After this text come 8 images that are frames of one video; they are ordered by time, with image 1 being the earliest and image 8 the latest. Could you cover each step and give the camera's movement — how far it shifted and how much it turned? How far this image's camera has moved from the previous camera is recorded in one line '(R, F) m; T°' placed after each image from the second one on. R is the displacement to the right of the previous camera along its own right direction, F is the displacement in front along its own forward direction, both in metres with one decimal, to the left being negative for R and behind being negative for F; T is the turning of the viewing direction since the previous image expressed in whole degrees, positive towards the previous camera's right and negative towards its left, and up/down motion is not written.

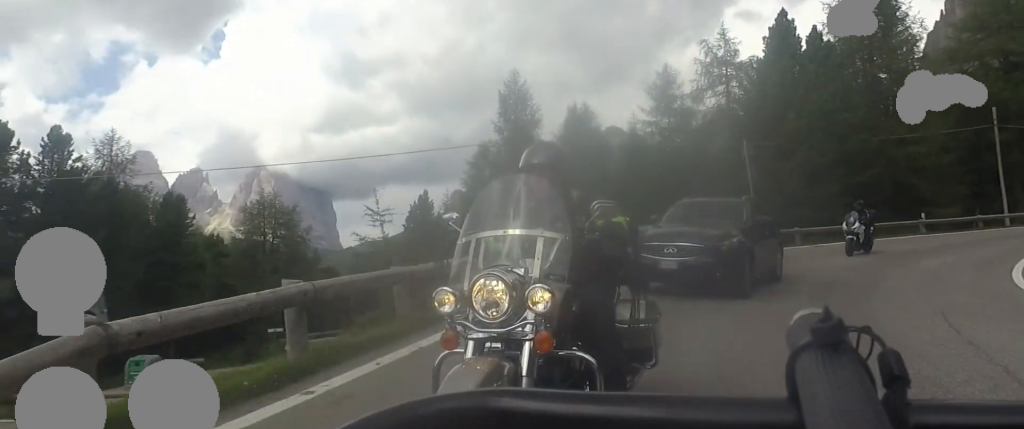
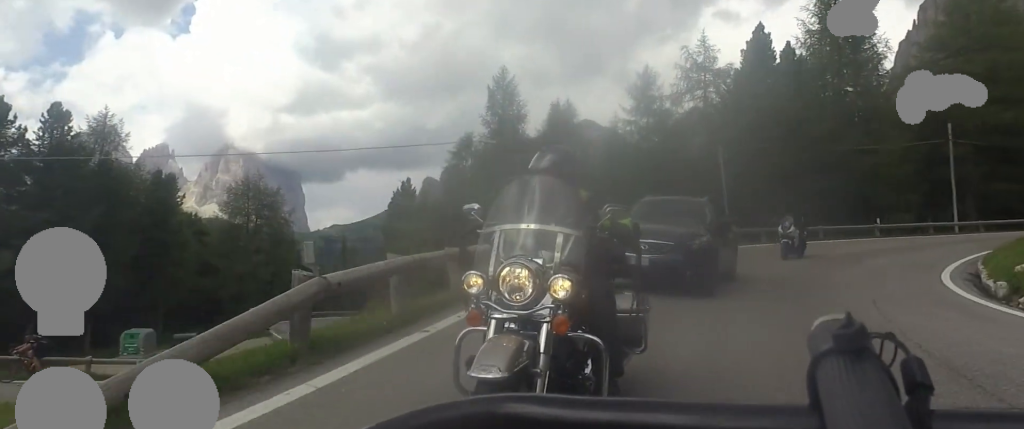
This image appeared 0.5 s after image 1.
(+0.1, +2.3) m; +7°
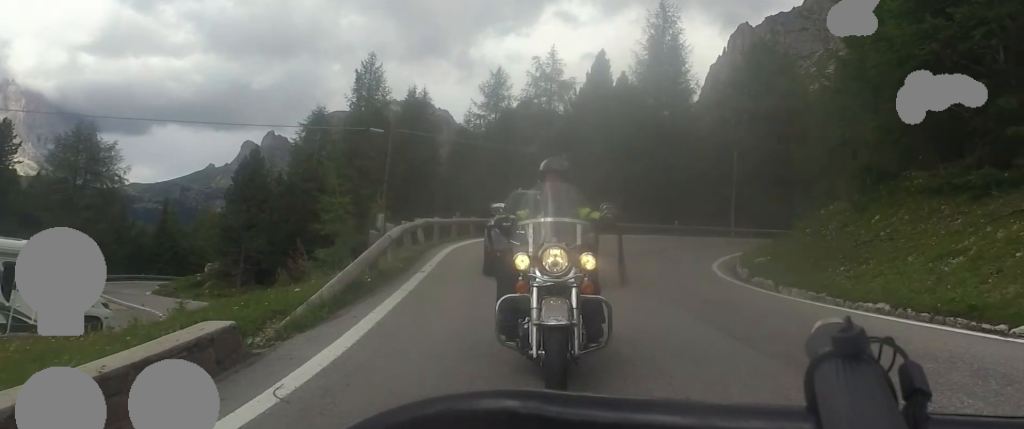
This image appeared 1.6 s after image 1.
(+0.7, +4.9) m; +14°
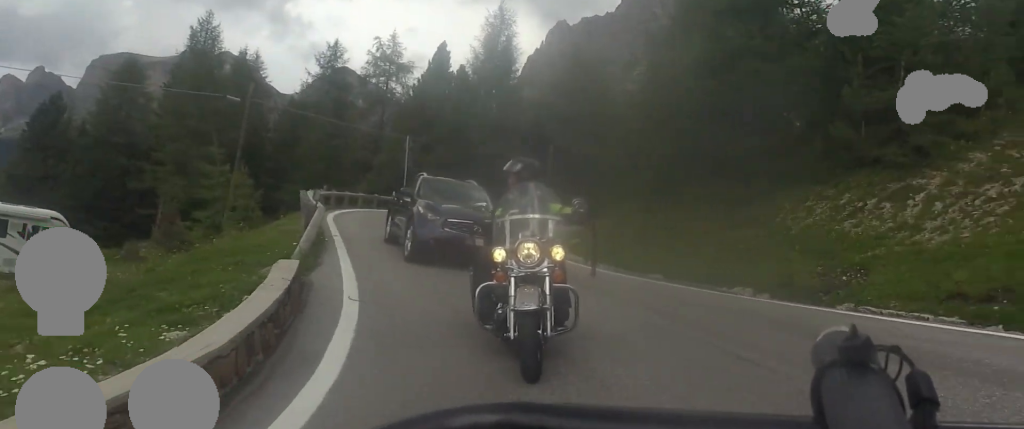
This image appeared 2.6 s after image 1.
(+0.3, +3.8) m; +11°
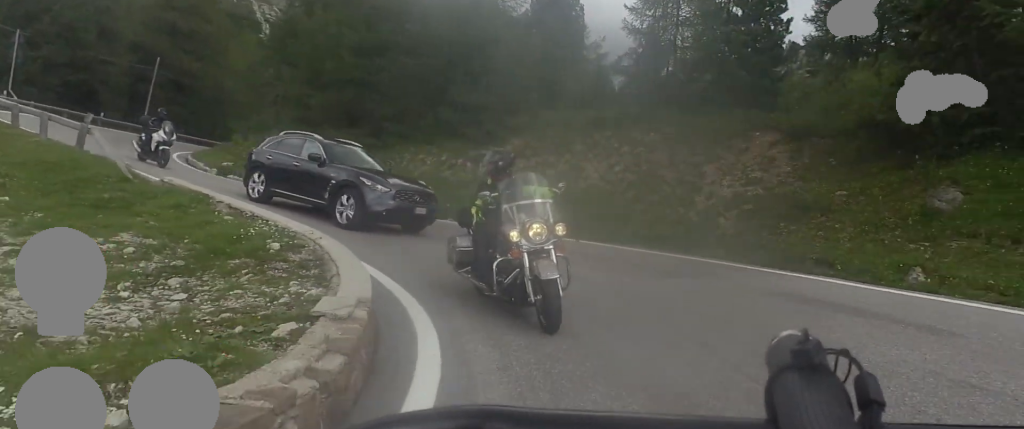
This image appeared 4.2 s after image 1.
(+2.1, +6.5) m; +49°
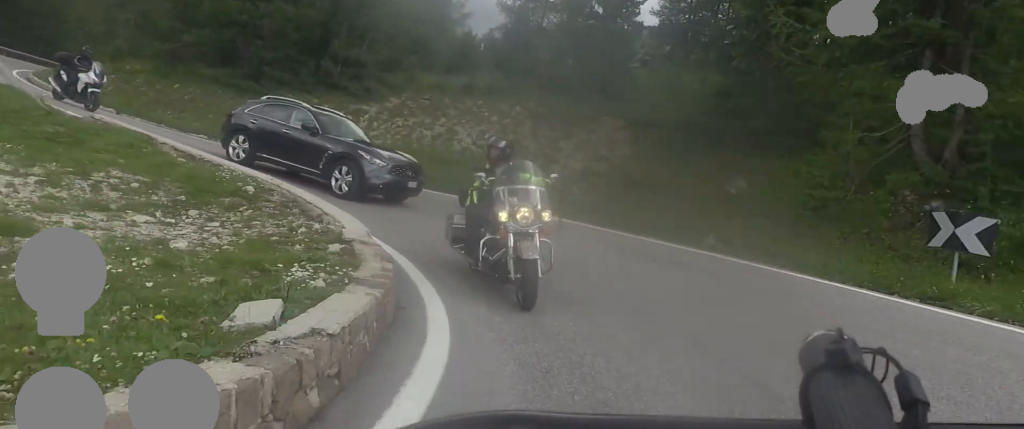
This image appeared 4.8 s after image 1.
(+0.7, +3.0) m; +18°
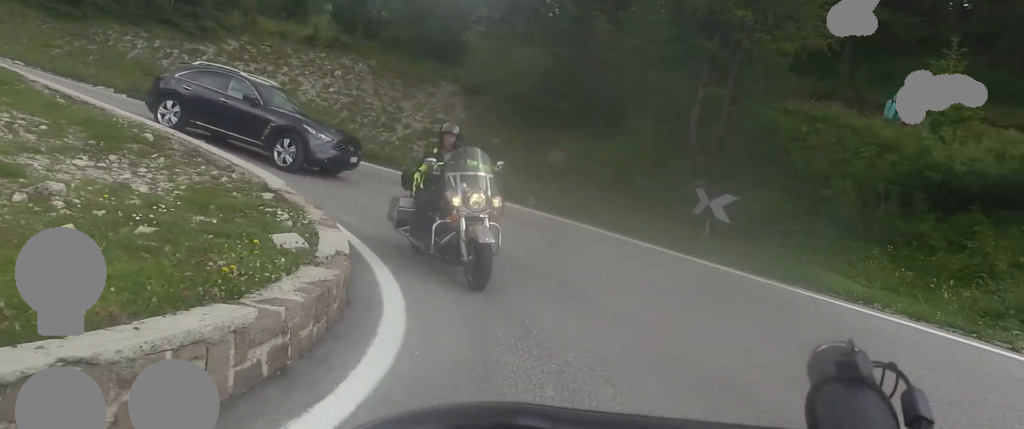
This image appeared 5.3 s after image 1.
(+0.2, +2.4) m; +14°
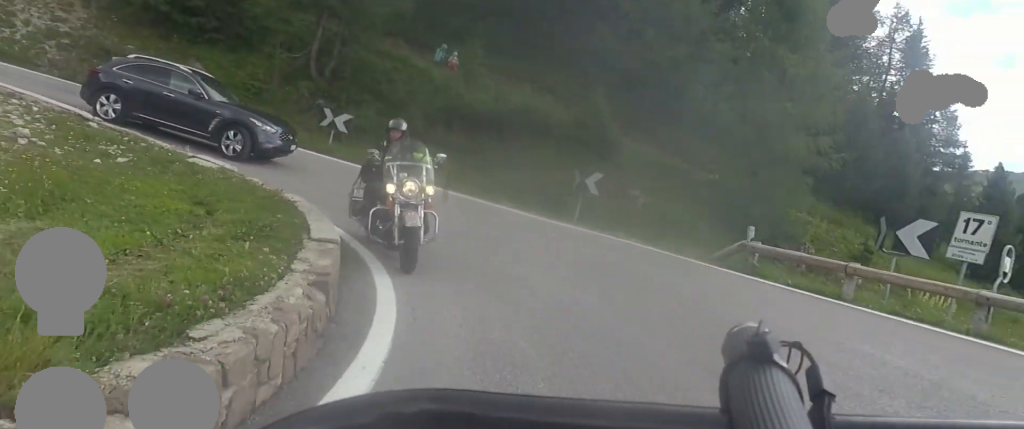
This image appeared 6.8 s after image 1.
(+2.2, +6.3) m; +31°
